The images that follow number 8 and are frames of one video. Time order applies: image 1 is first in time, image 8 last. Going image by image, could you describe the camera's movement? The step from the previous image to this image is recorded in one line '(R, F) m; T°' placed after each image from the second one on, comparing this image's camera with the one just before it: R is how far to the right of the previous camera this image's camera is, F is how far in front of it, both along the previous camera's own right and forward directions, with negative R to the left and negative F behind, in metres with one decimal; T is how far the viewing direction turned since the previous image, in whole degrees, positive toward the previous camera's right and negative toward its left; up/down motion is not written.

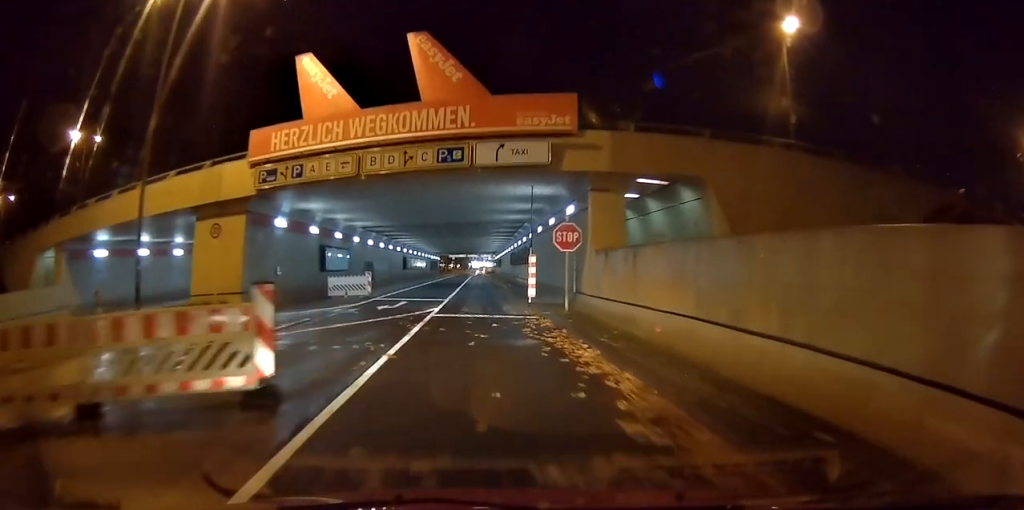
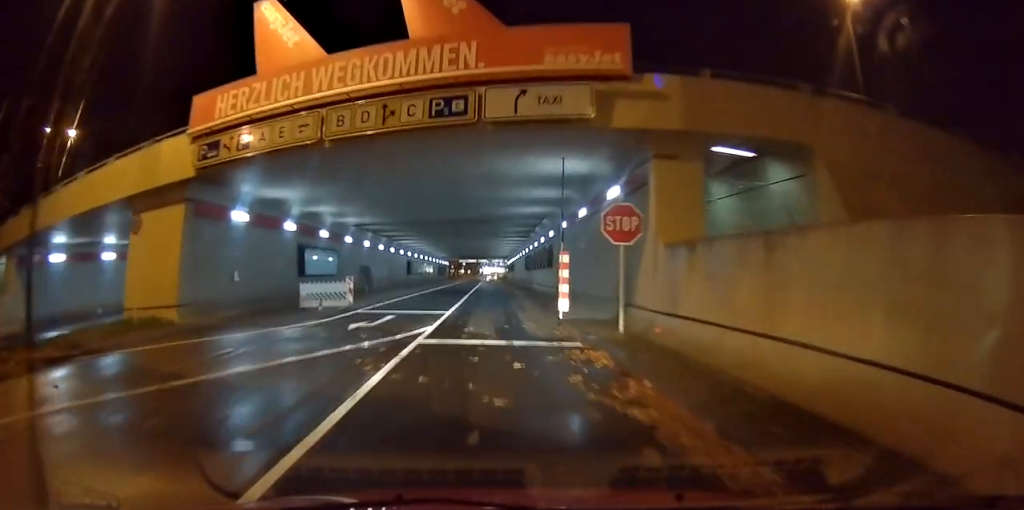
(0.0, +6.3) m; -1°
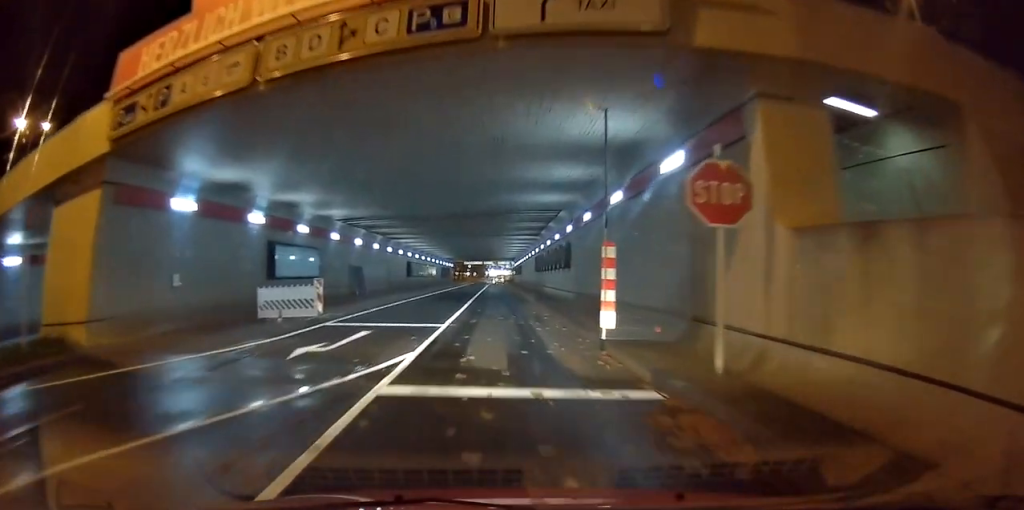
(-0.1, +5.0) m; -1°
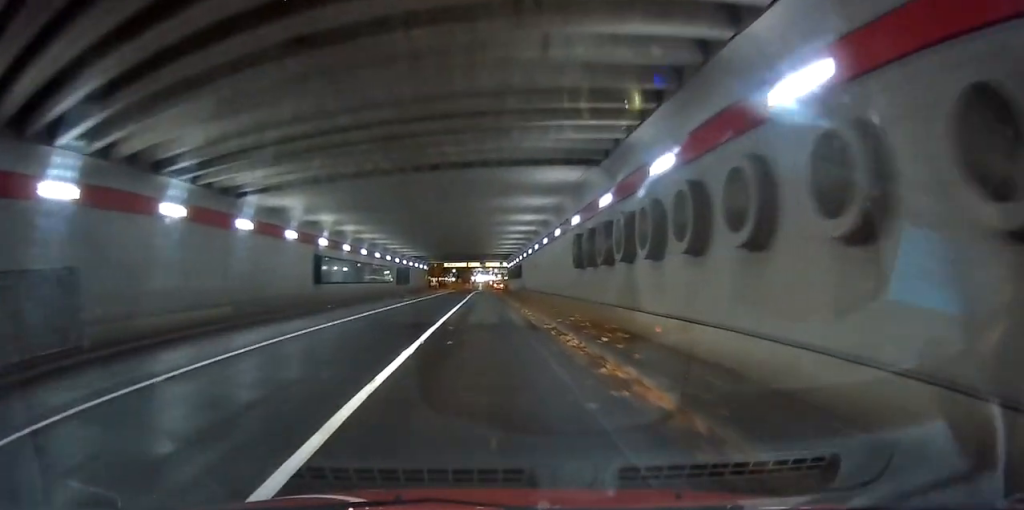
(-0.2, +27.6) m; 0°
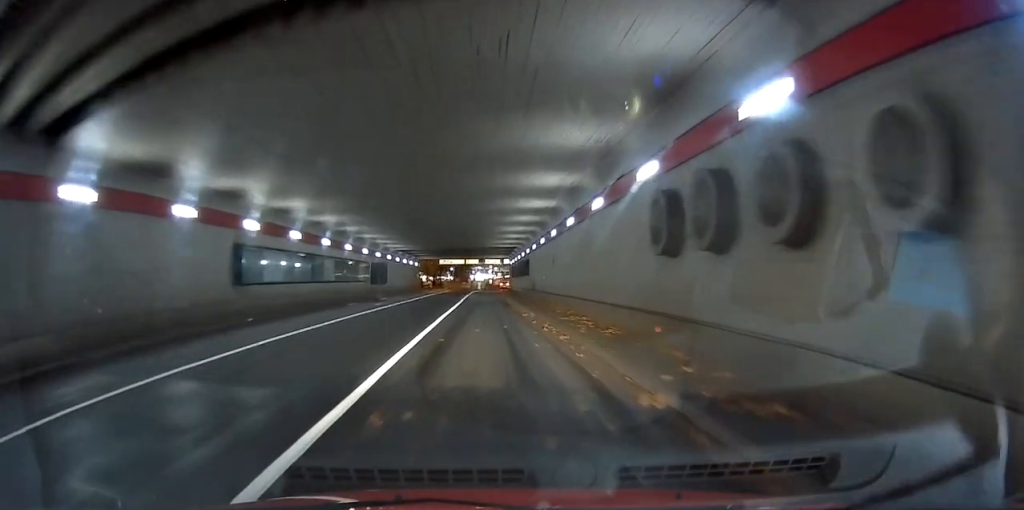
(-0.1, +9.3) m; -1°
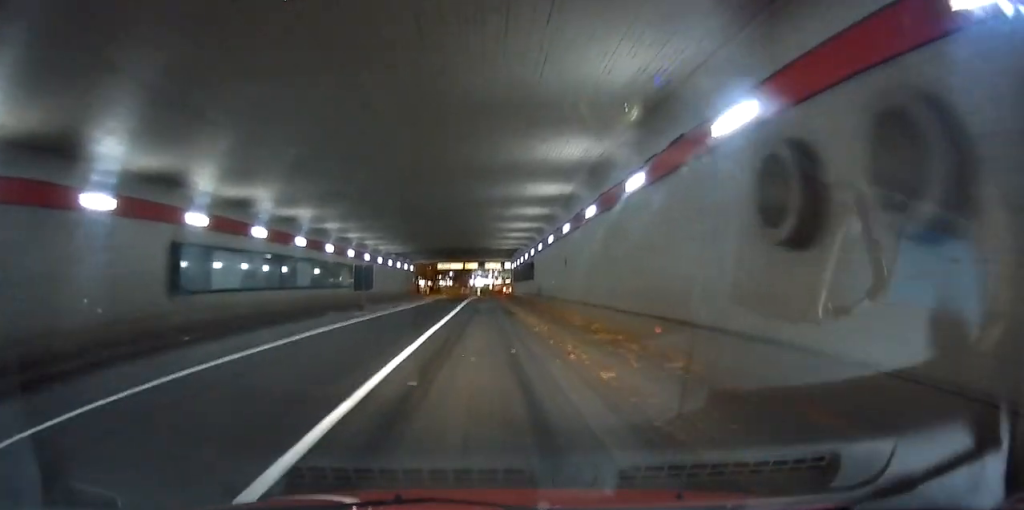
(-0.1, +4.0) m; 0°
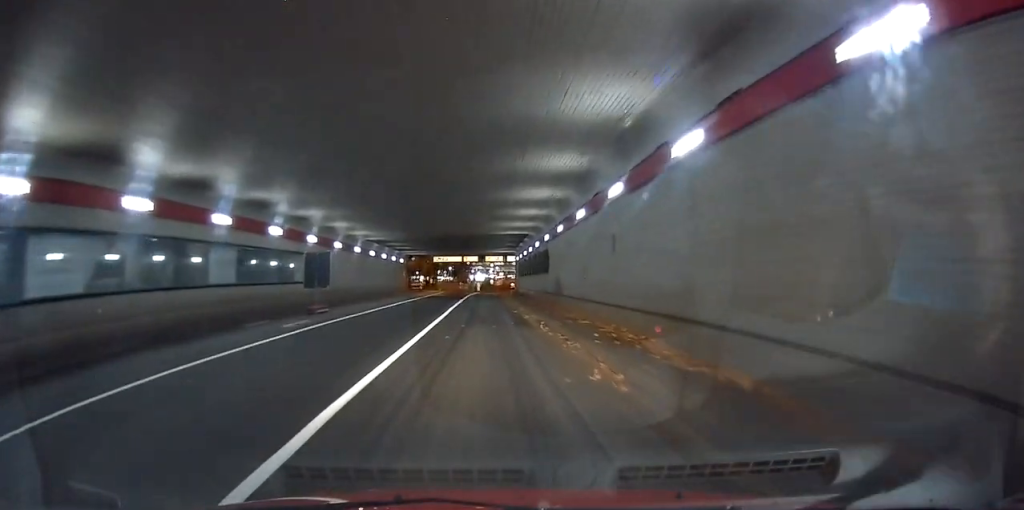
(+0.1, +7.4) m; 0°
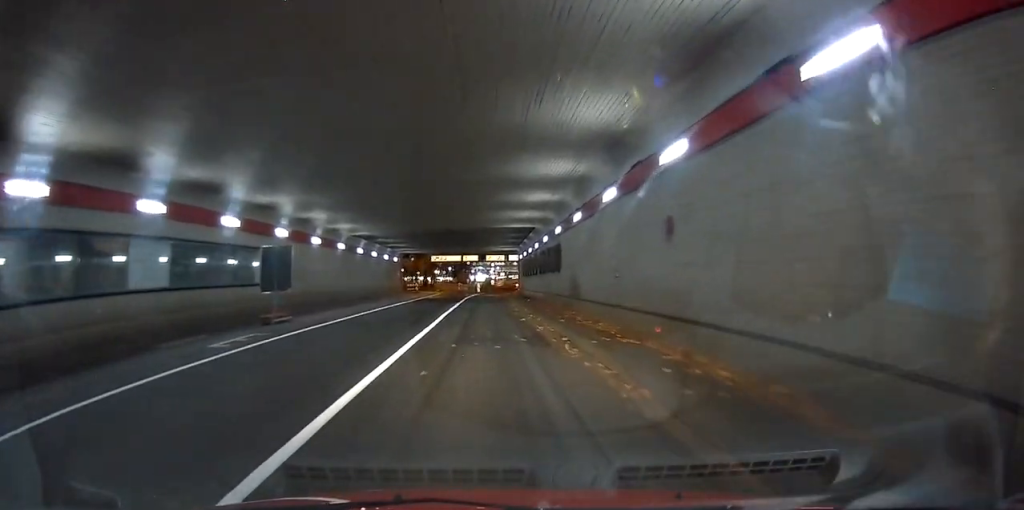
(0.0, +3.9) m; 0°
